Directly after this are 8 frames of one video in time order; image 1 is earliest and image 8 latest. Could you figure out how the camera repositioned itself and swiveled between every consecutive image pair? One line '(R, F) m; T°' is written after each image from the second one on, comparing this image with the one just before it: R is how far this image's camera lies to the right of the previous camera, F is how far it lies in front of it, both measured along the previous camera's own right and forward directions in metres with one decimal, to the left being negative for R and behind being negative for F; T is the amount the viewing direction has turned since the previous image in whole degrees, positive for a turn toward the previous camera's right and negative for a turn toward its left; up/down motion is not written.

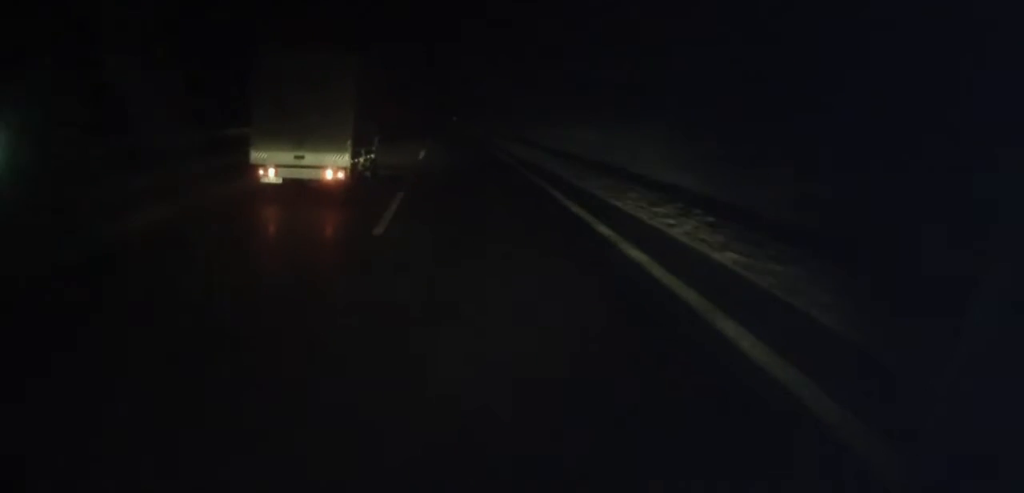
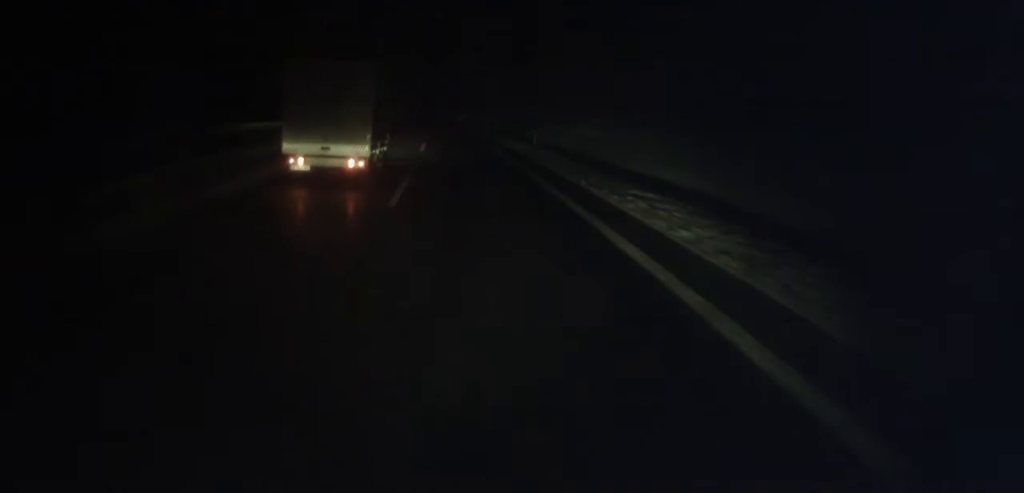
(-0.1, +15.6) m; -1°
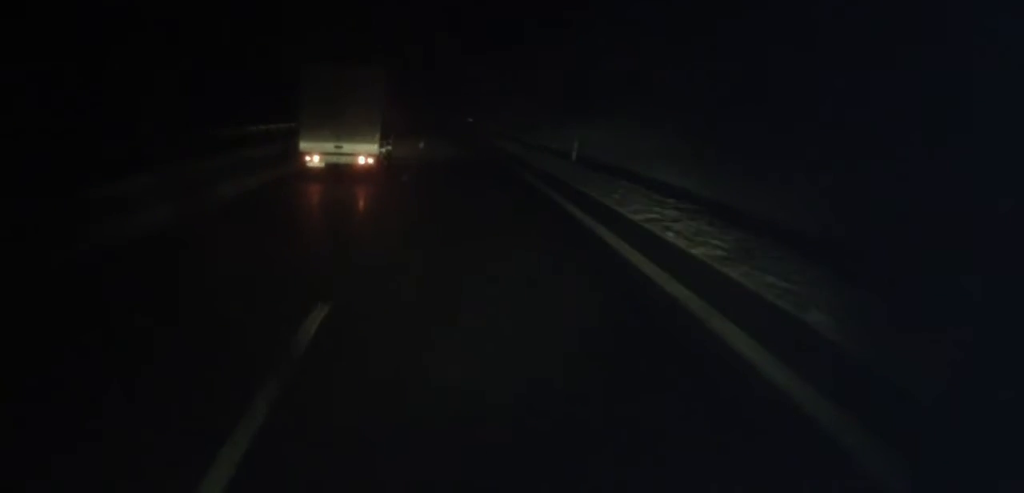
(+0.1, +13.0) m; -1°
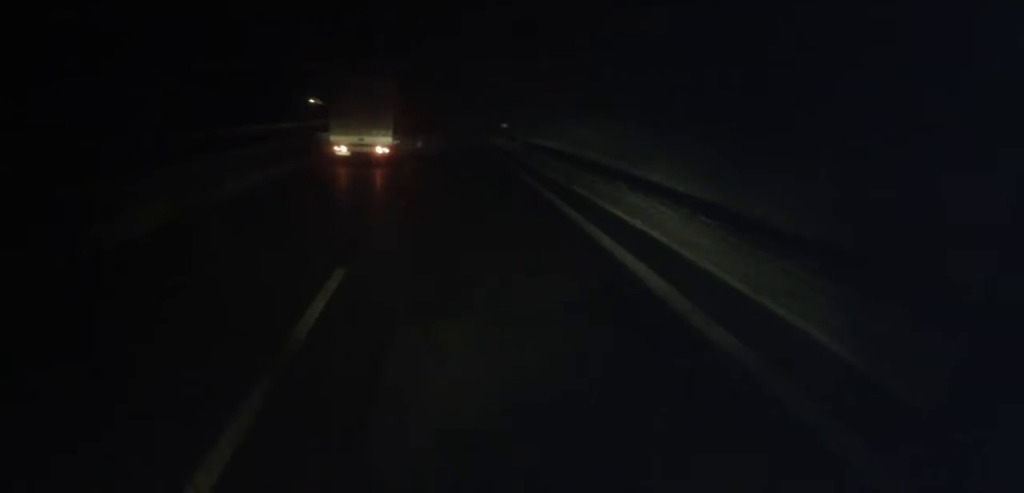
(-0.7, +35.1) m; -2°
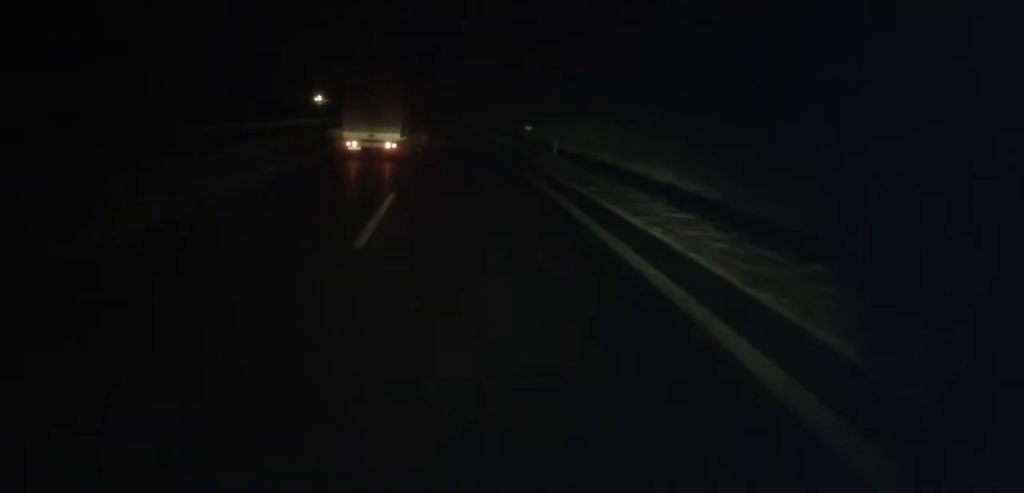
(0.0, +11.1) m; -1°
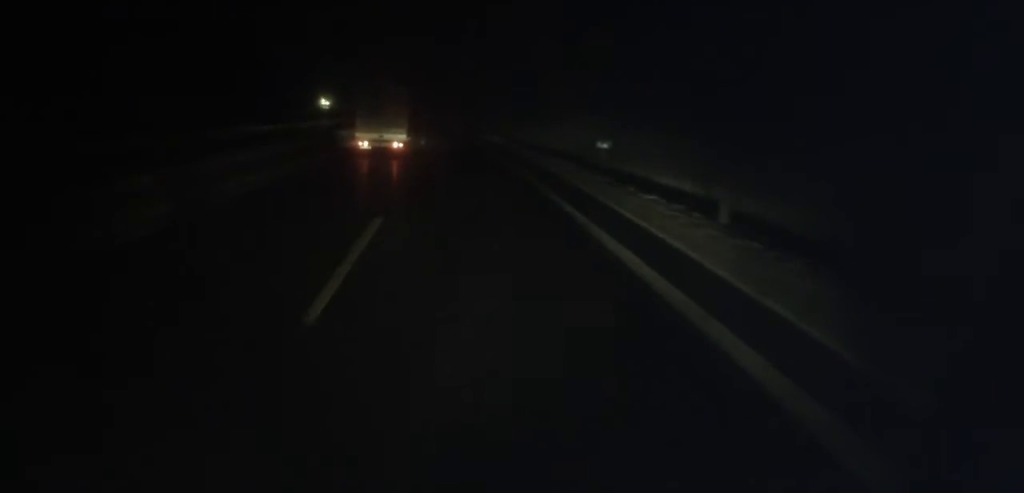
(-0.2, +21.3) m; -1°
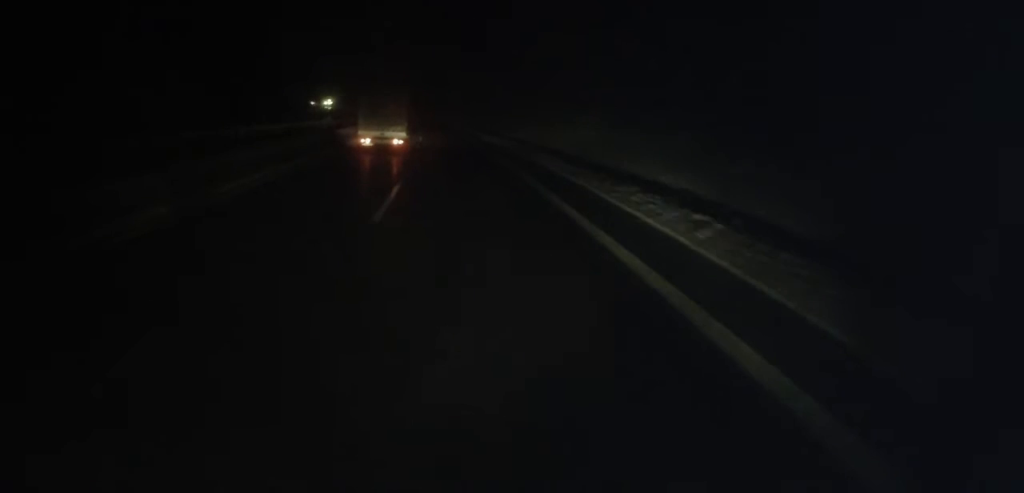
(-0.1, +12.8) m; -1°
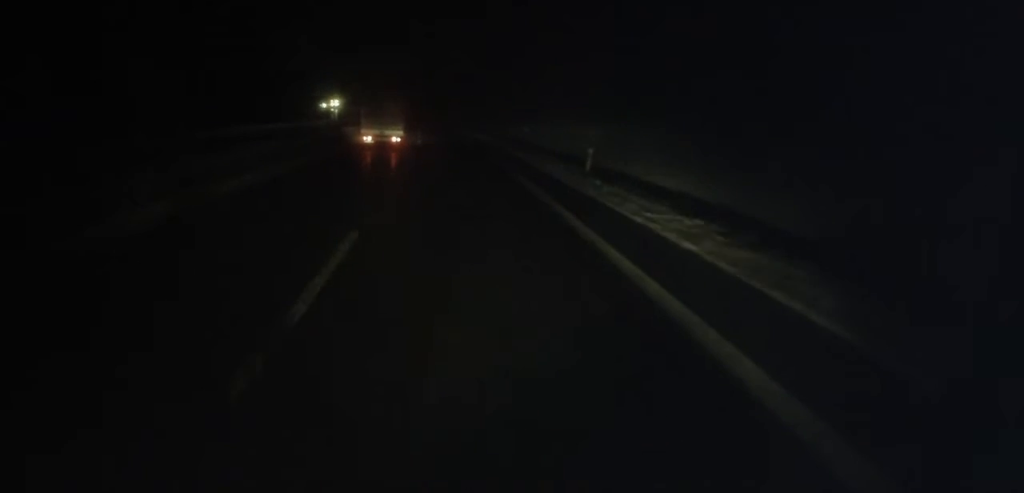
(0.0, +25.3) m; -1°
